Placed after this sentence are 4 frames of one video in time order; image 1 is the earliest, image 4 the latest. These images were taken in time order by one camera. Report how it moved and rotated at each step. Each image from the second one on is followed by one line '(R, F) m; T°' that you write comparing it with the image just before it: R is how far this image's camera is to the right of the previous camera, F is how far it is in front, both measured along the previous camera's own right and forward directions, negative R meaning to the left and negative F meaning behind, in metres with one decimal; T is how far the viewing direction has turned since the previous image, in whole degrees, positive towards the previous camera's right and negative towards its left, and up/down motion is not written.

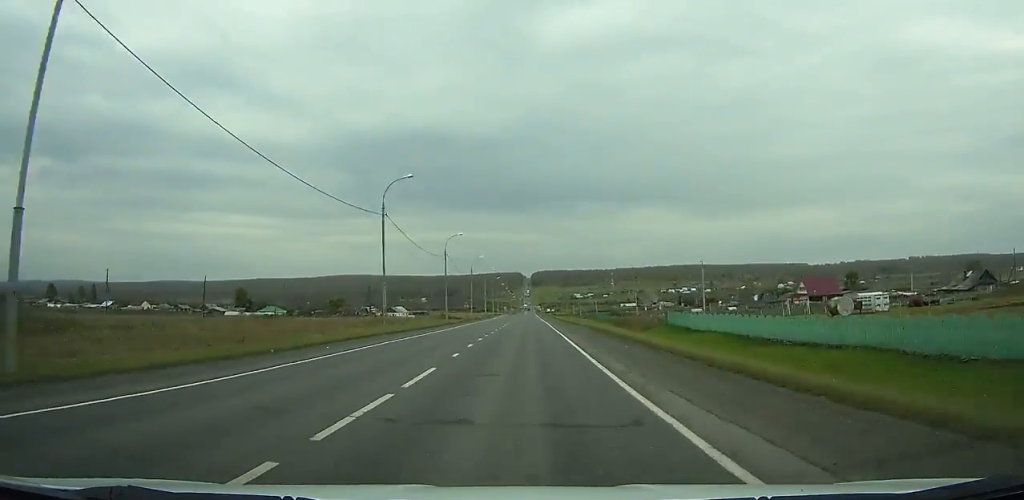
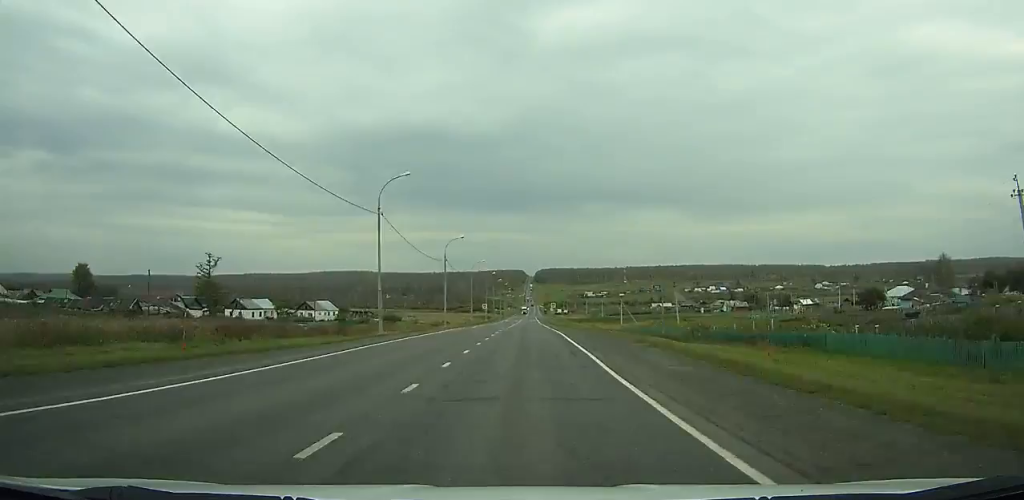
(+0.1, +127.8) m; 0°
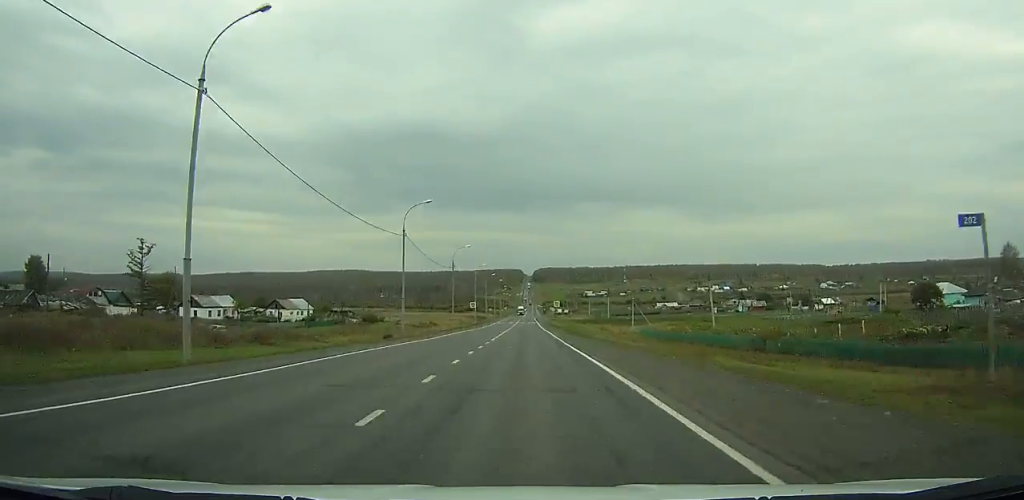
(0.0, +22.4) m; 0°
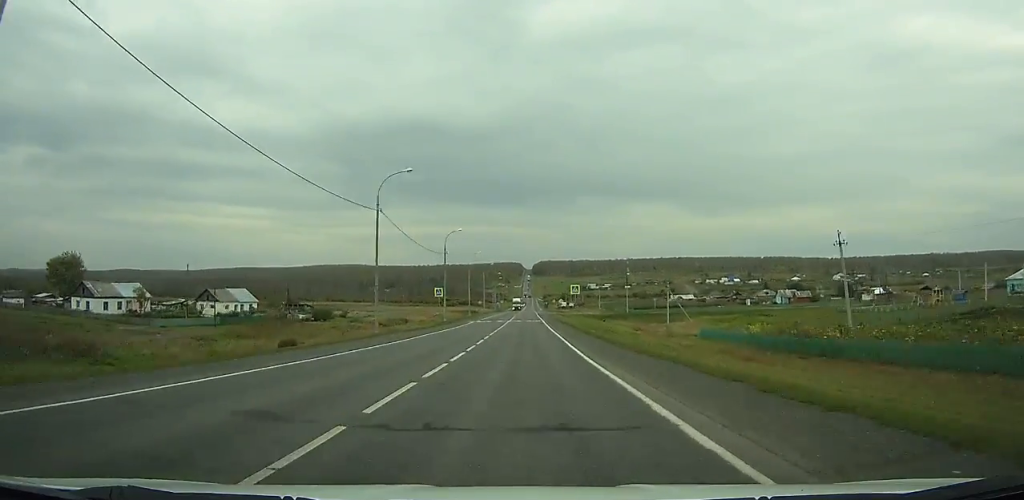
(0.0, +38.4) m; 0°
